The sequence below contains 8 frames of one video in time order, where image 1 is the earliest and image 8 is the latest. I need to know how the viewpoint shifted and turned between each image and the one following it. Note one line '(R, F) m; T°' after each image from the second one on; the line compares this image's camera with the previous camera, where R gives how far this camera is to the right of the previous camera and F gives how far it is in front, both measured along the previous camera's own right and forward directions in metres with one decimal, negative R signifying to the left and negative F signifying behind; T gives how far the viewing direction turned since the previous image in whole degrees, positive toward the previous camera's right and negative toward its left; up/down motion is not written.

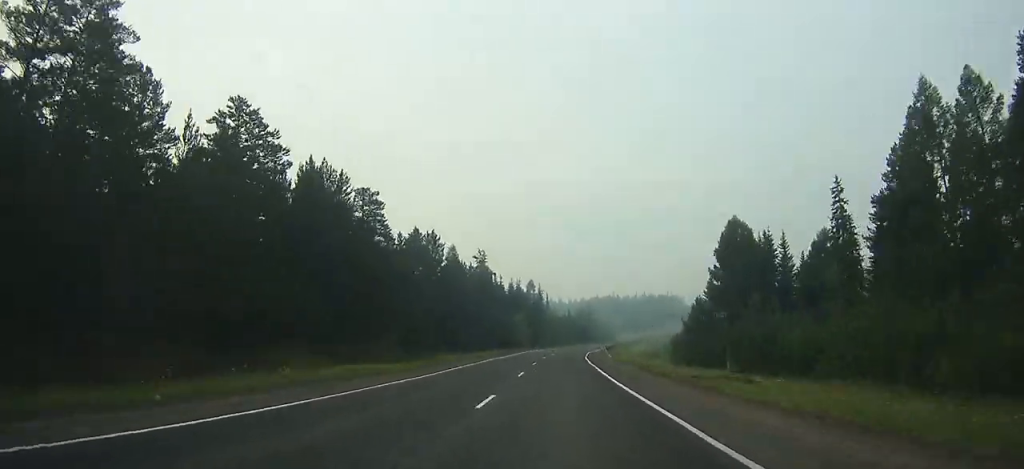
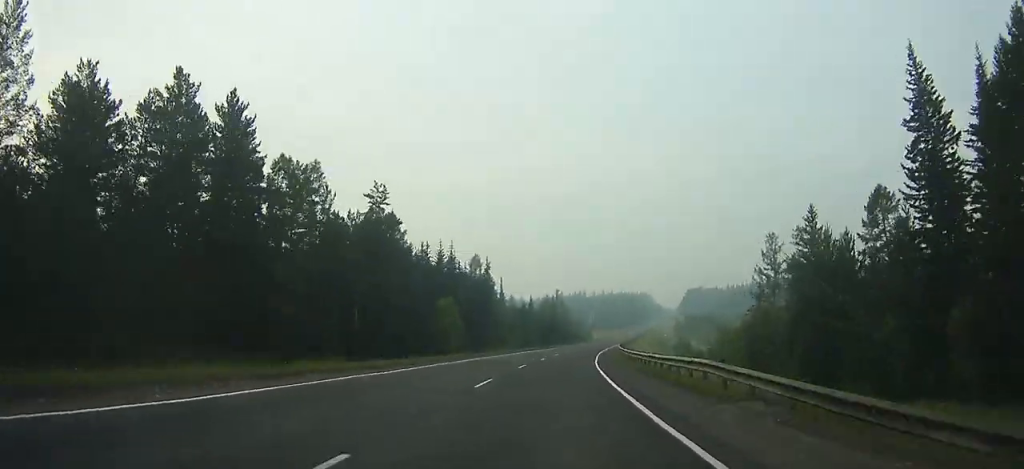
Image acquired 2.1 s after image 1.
(+1.5, +56.7) m; +3°
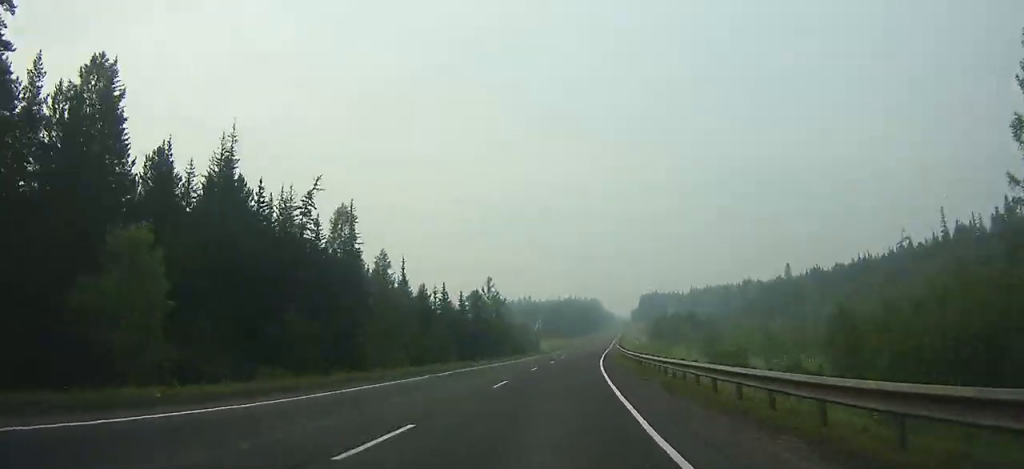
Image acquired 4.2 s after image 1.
(+2.1, +55.4) m; +4°
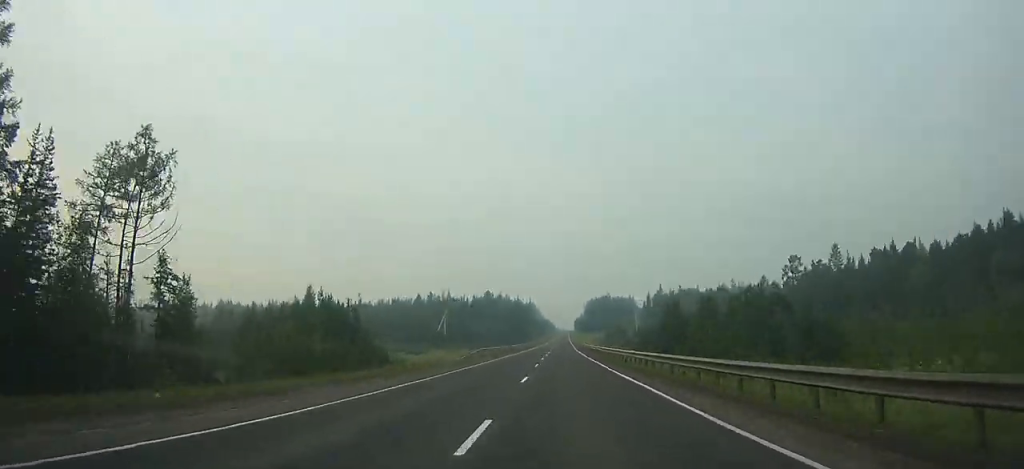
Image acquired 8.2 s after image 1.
(+6.5, +103.5) m; +6°
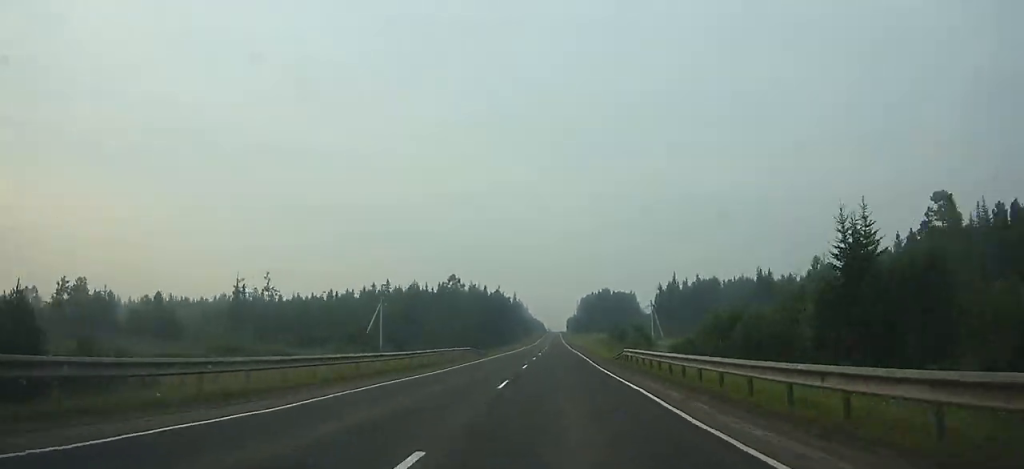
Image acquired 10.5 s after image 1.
(+1.0, +62.2) m; +1°
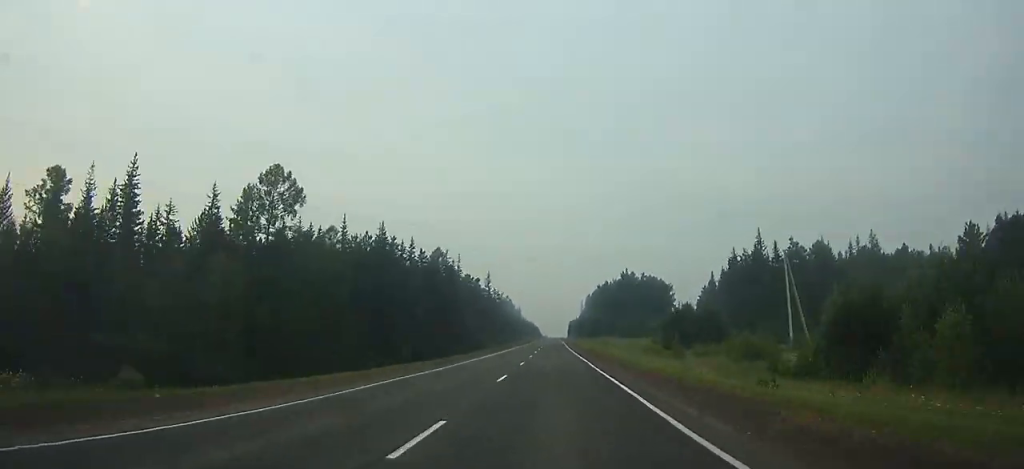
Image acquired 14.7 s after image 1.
(+0.6, +118.2) m; 0°
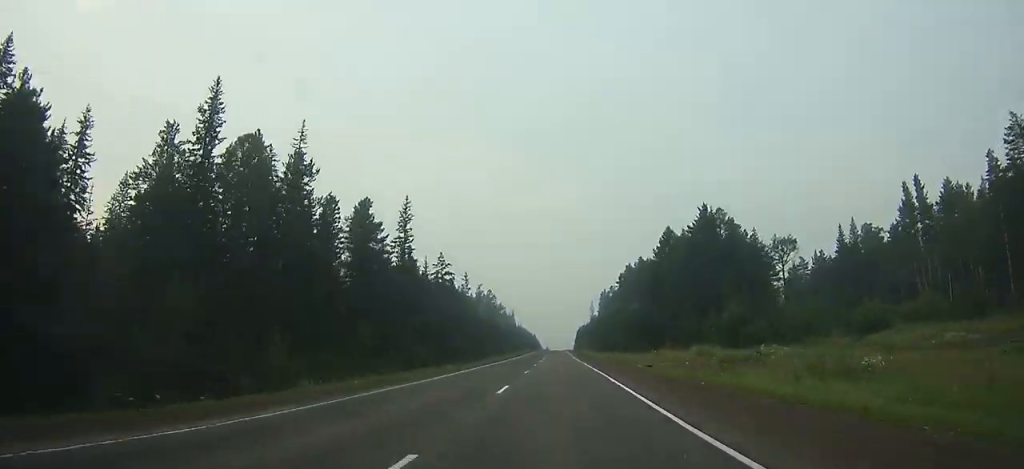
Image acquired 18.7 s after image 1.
(0.0, +112.7) m; 0°
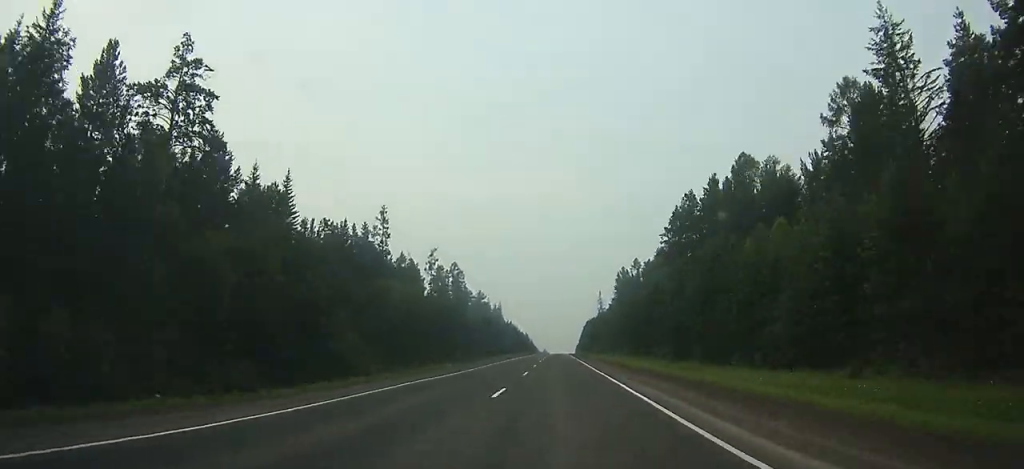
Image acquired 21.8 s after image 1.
(-0.1, +84.9) m; 0°
